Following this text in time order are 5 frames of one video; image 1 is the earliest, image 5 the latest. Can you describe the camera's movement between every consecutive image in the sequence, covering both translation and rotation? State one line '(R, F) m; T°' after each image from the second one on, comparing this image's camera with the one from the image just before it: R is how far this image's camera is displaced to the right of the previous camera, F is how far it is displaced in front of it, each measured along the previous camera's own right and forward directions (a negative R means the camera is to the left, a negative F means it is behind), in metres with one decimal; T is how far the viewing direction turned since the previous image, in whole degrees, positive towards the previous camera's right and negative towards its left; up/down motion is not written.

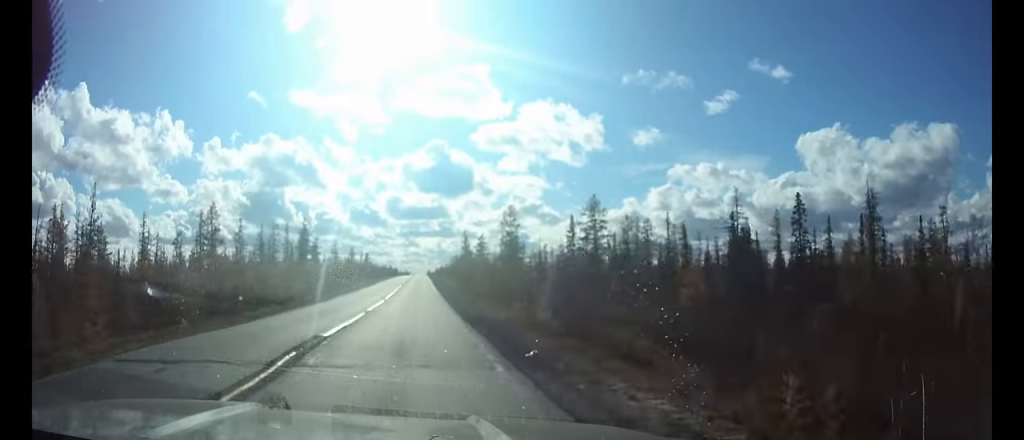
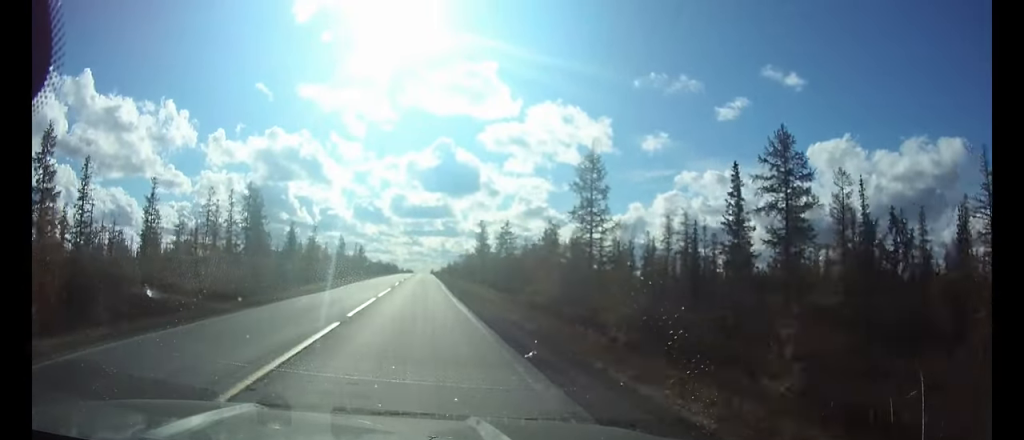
(0.0, +36.5) m; 0°
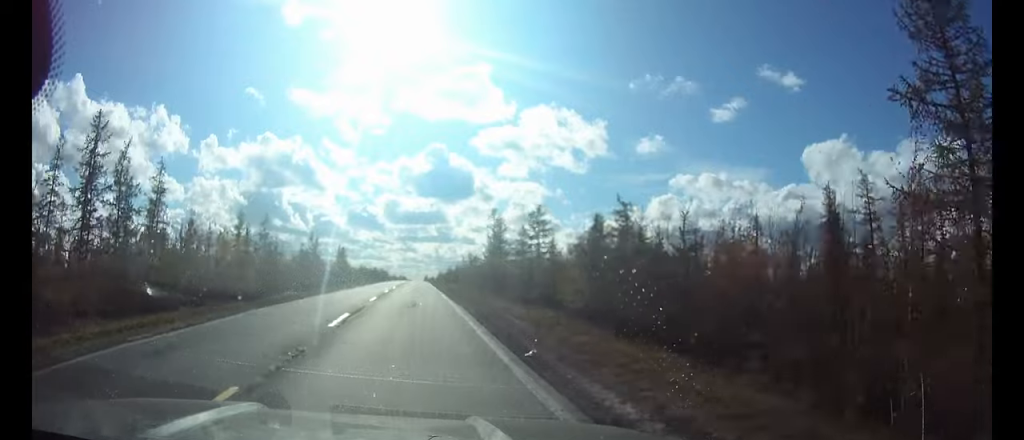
(+0.1, +33.0) m; 0°
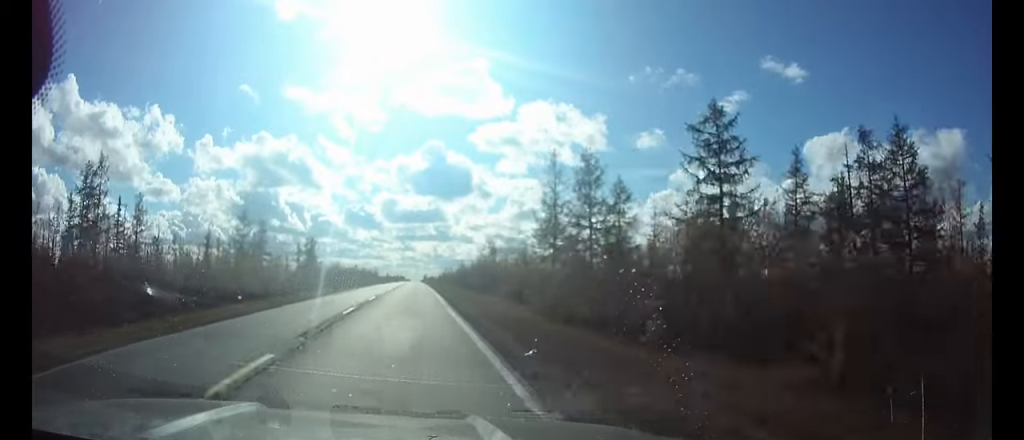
(0.0, +44.7) m; 0°
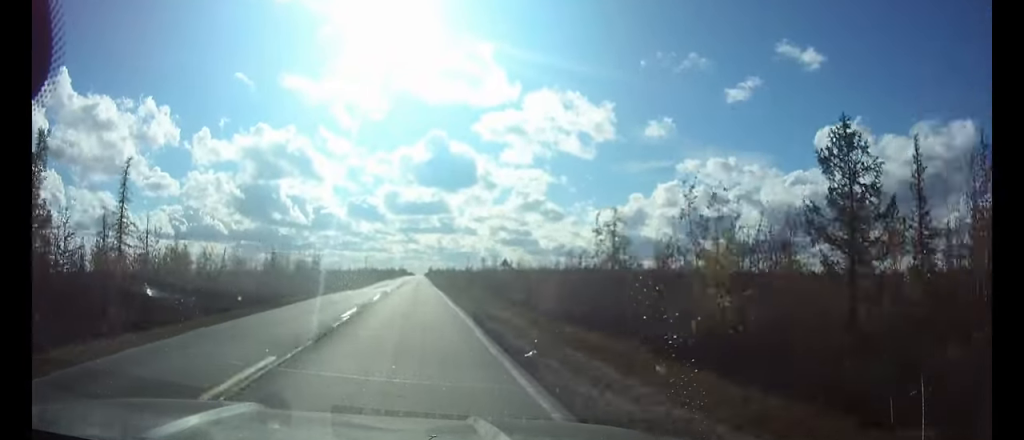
(-0.4, +96.7) m; 0°
